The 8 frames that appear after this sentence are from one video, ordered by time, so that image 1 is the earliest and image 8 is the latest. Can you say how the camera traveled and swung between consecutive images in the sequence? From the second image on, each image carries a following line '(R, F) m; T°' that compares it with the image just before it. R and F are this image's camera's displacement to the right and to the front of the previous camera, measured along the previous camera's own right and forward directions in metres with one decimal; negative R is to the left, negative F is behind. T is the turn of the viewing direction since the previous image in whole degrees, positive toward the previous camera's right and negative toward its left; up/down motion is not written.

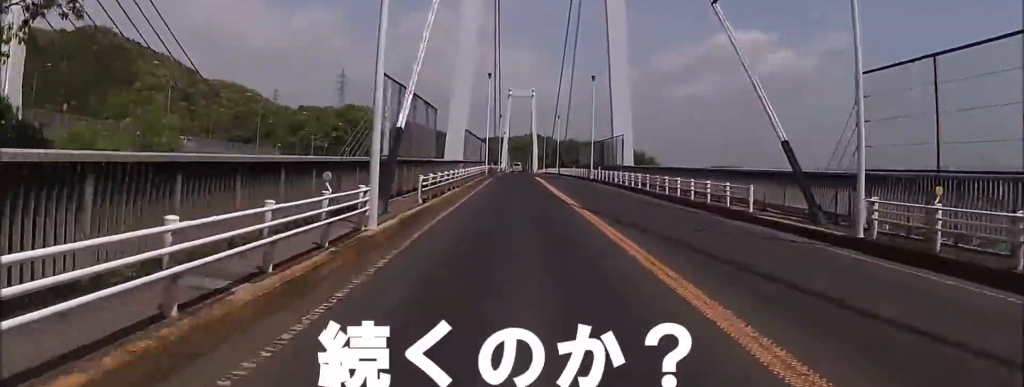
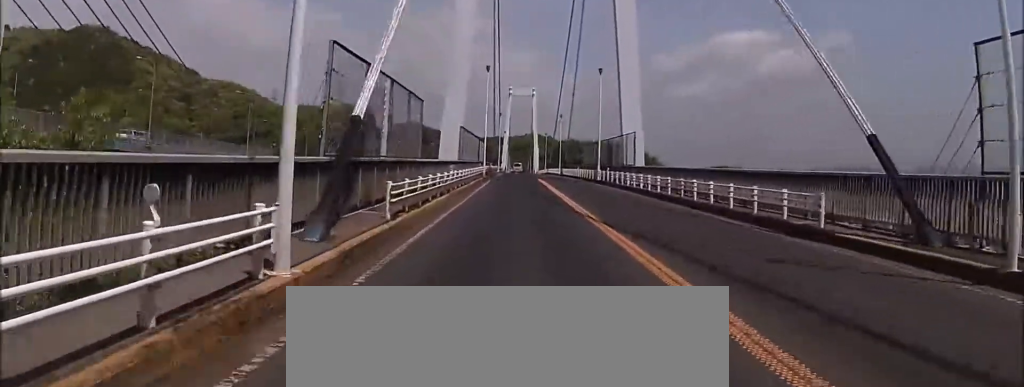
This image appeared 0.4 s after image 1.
(-0.1, +4.4) m; 0°
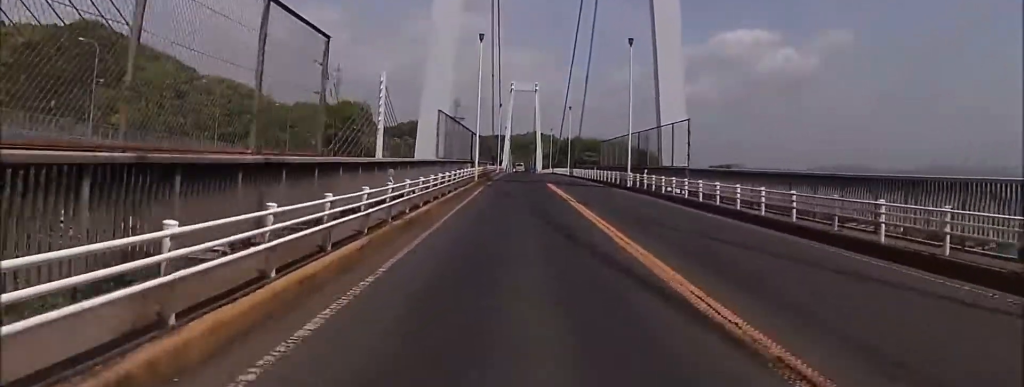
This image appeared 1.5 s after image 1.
(+0.4, +12.6) m; +2°
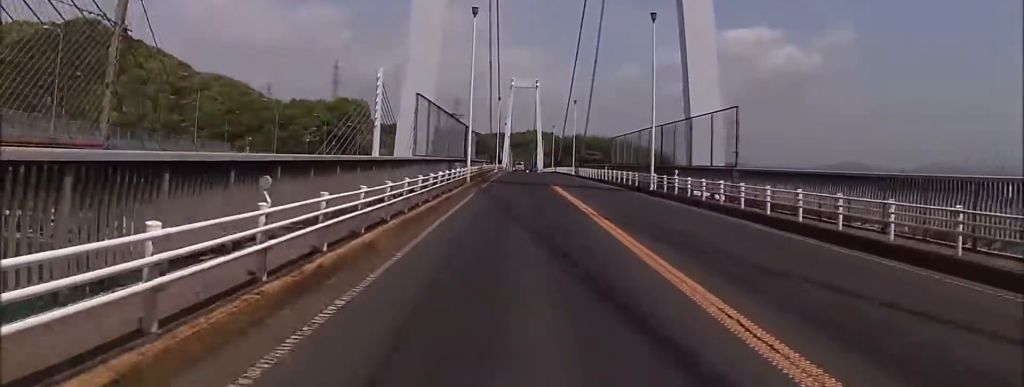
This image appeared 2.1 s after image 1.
(+0.1, +6.5) m; -1°
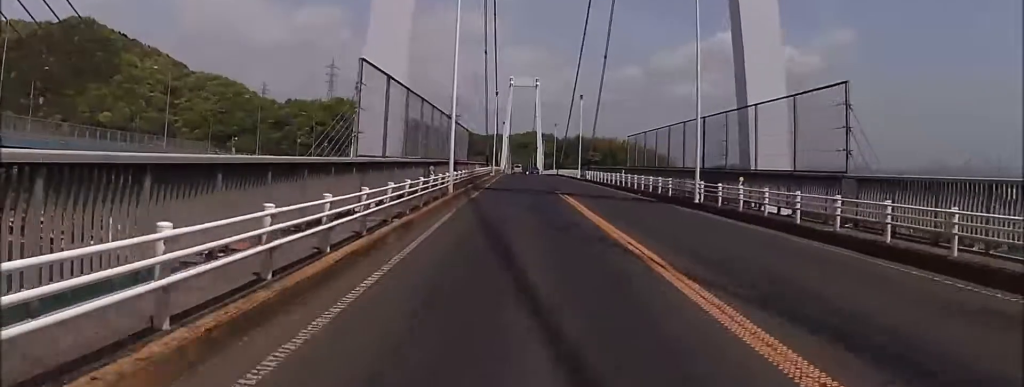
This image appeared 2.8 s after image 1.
(-0.1, +8.0) m; 0°
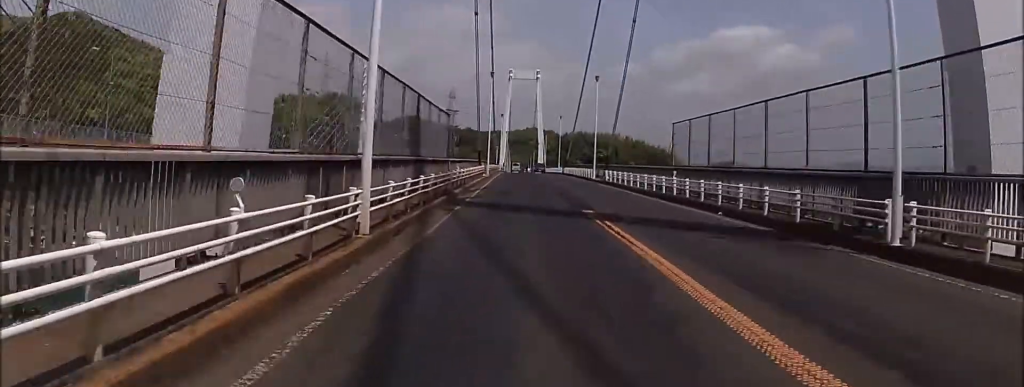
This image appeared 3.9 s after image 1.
(0.0, +12.9) m; +1°
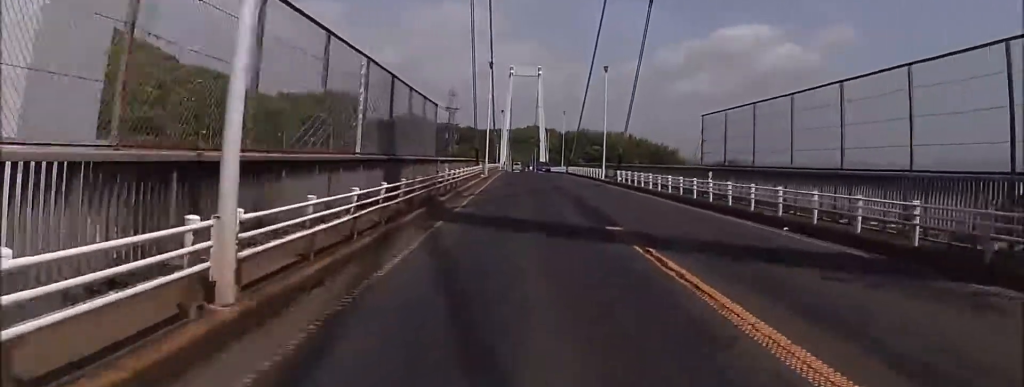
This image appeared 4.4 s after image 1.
(+0.1, +4.9) m; +1°
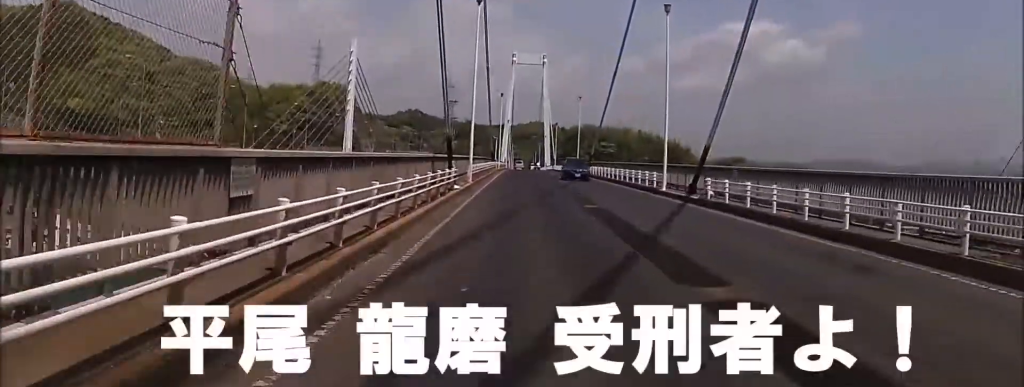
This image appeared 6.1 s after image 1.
(+0.4, +18.5) m; +1°
